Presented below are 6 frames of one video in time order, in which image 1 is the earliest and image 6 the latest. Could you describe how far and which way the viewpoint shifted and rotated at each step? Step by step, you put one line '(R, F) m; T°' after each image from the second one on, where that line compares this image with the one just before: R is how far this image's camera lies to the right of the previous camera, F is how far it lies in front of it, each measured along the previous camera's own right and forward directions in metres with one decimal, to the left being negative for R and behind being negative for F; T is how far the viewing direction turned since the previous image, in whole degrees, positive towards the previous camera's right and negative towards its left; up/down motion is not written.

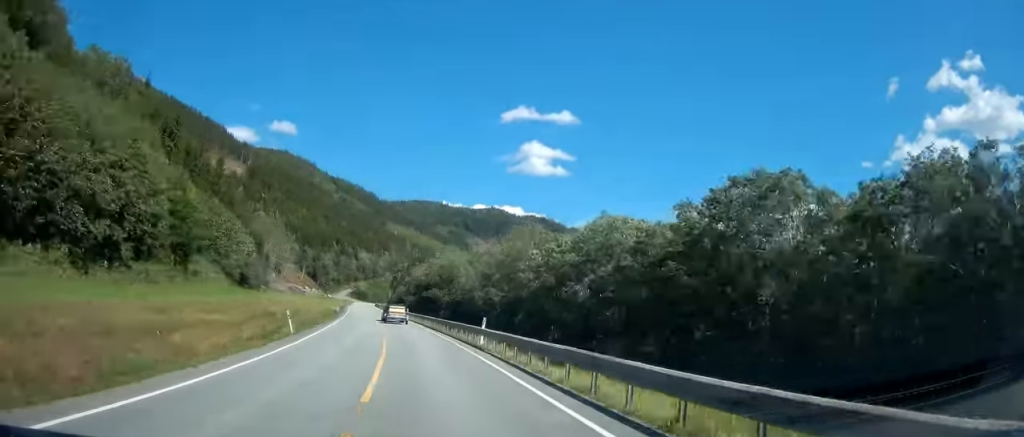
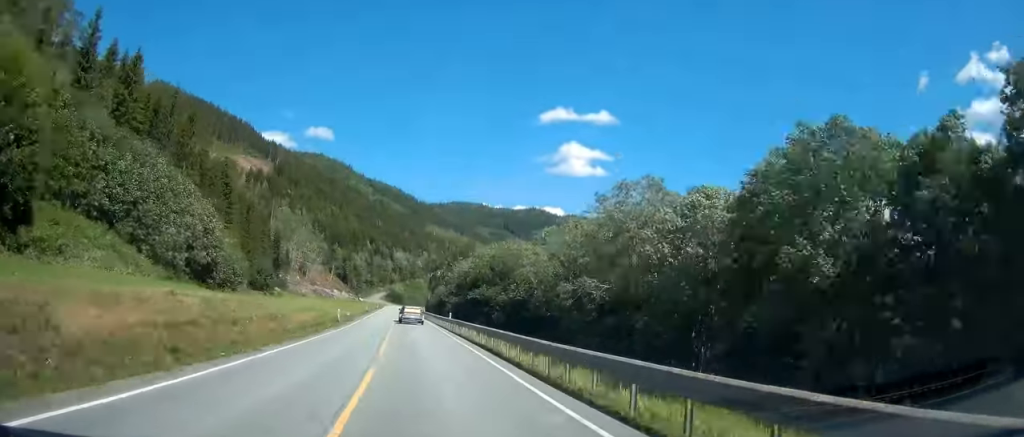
(-0.8, +27.0) m; -3°
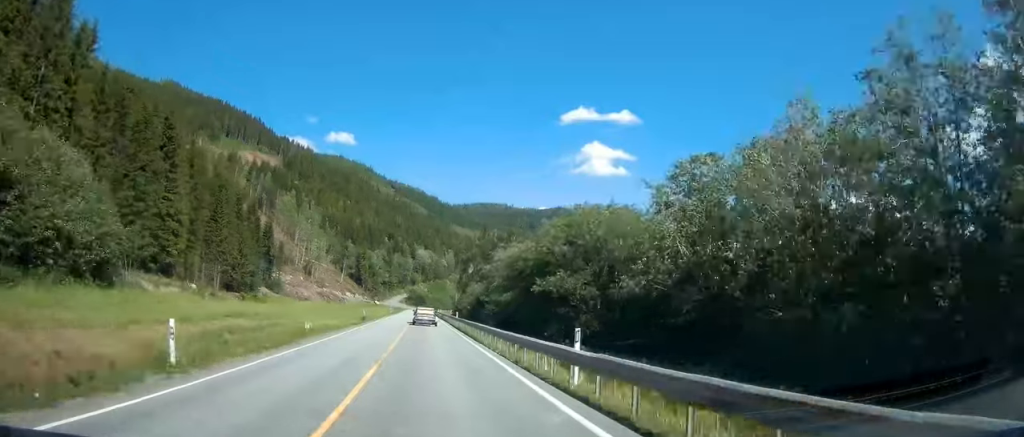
(-1.1, +35.6) m; -2°
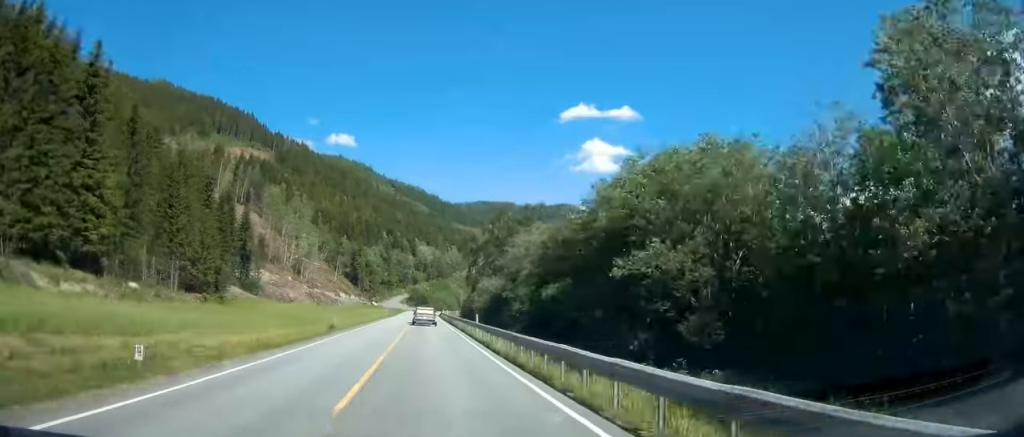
(0.0, +21.2) m; 0°
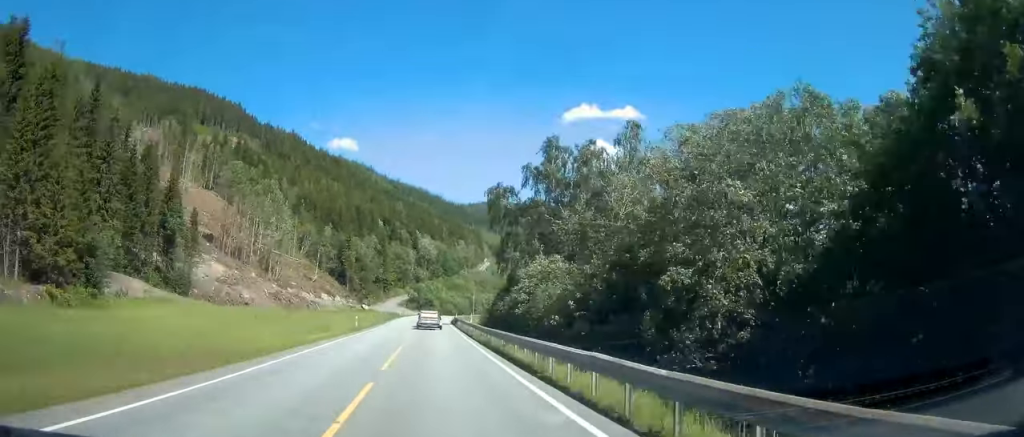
(-0.3, +41.8) m; -1°
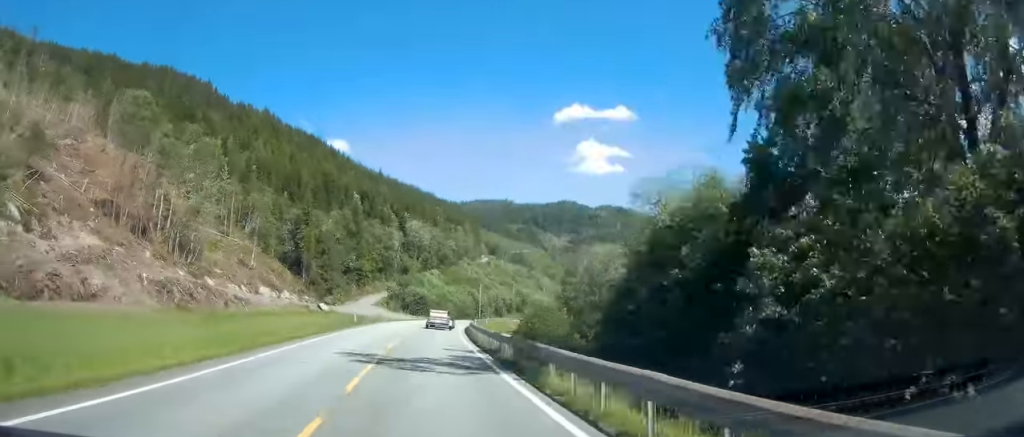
(-0.8, +53.1) m; 0°
